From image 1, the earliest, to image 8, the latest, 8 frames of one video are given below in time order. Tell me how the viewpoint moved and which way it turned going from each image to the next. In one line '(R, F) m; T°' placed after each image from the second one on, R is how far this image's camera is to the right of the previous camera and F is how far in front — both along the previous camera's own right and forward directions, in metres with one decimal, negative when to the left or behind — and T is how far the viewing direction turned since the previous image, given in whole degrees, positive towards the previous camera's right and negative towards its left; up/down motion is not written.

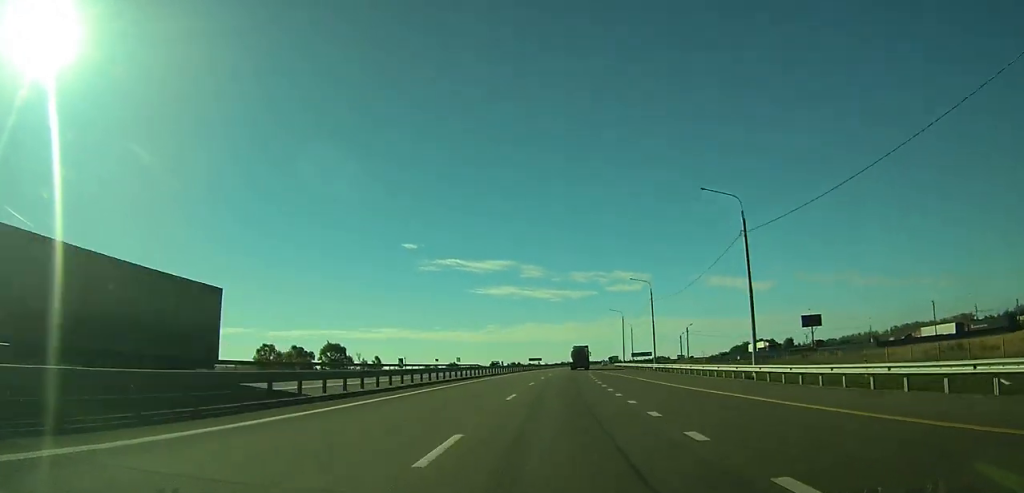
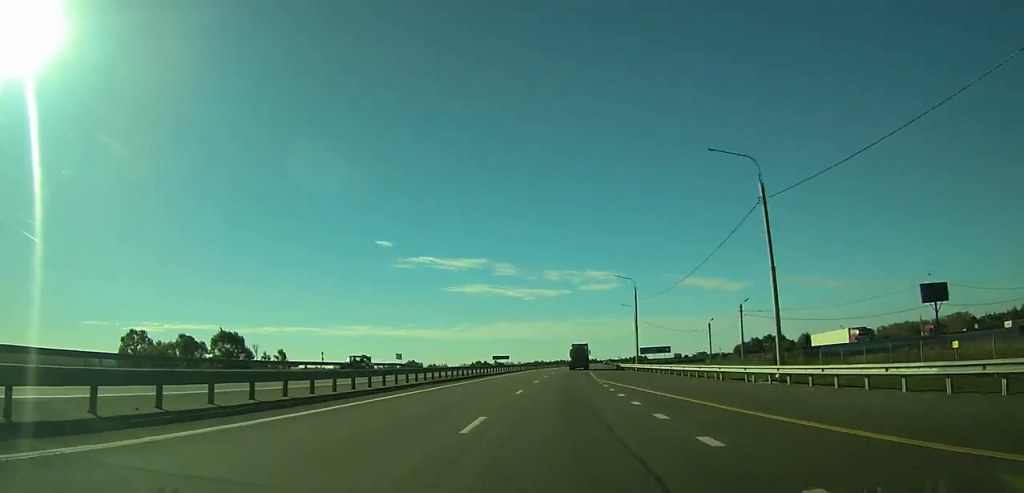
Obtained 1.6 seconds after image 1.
(+1.0, +45.0) m; +3°
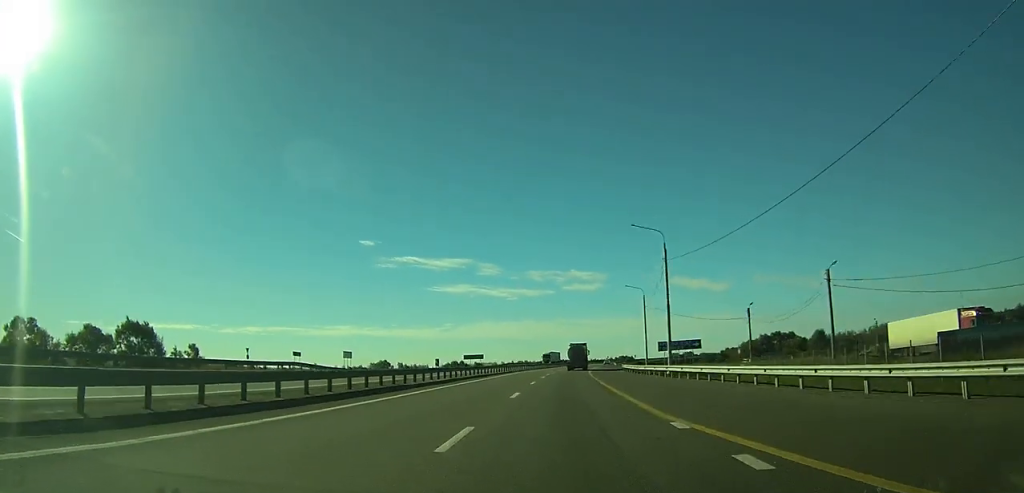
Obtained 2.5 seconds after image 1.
(+0.4, +26.1) m; +1°
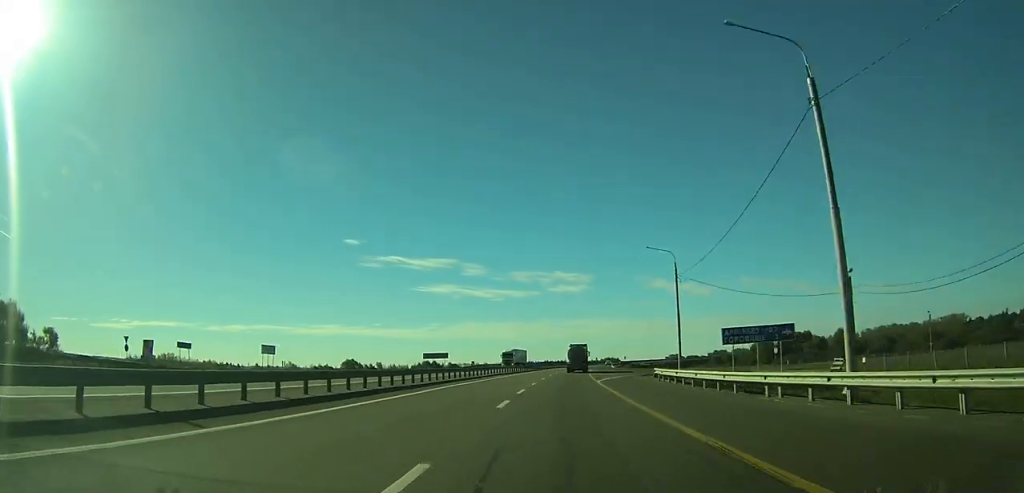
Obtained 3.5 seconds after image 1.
(+0.3, +28.0) m; +2°
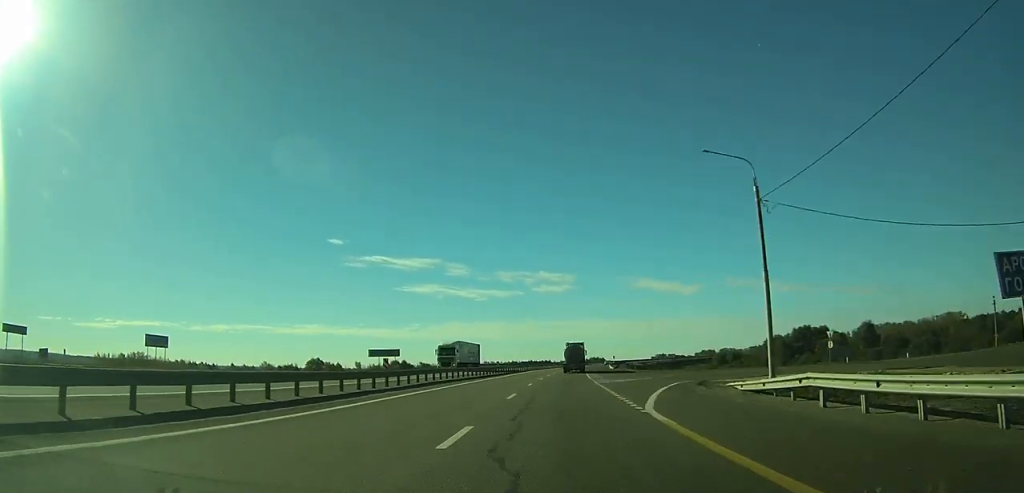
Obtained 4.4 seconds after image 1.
(+0.5, +24.1) m; +1°
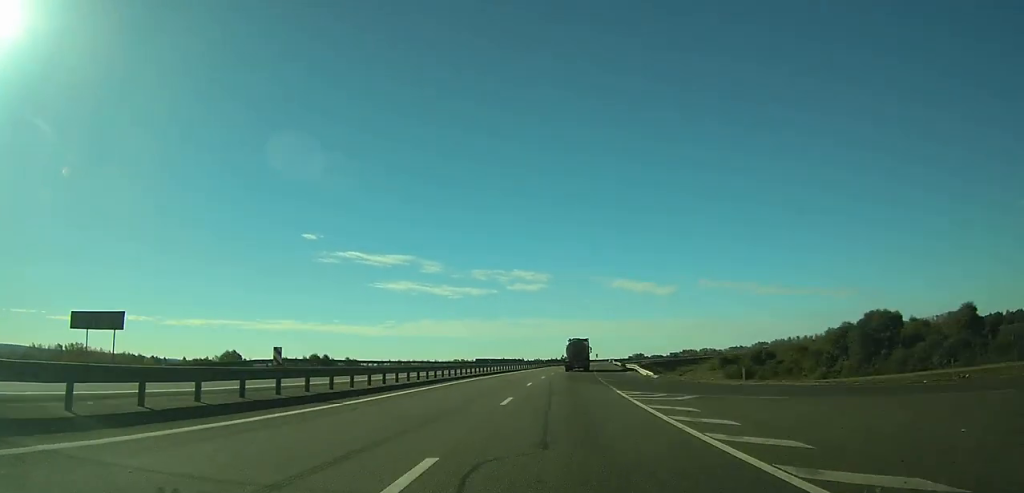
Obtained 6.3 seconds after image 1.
(+1.3, +51.8) m; +3°
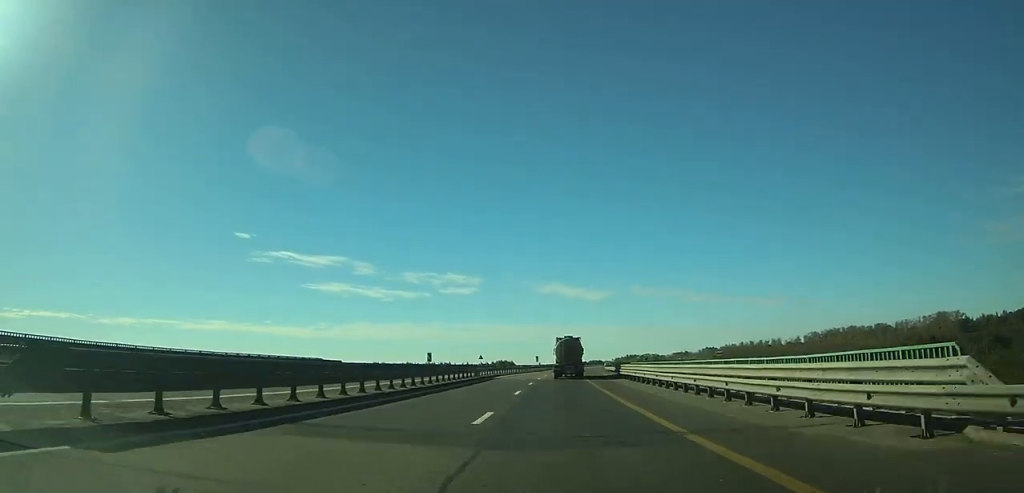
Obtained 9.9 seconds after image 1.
(+5.6, +98.6) m; +6°
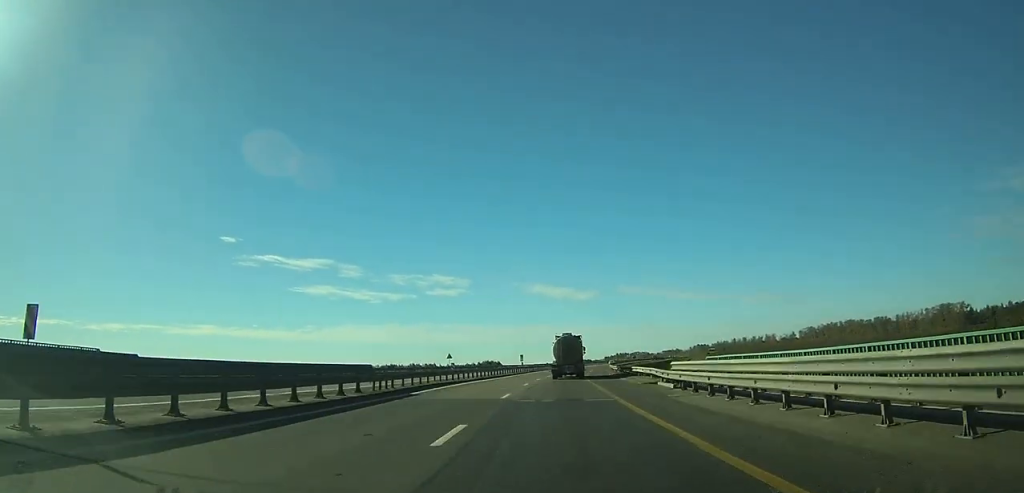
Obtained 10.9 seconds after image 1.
(+0.4, +27.2) m; +2°
